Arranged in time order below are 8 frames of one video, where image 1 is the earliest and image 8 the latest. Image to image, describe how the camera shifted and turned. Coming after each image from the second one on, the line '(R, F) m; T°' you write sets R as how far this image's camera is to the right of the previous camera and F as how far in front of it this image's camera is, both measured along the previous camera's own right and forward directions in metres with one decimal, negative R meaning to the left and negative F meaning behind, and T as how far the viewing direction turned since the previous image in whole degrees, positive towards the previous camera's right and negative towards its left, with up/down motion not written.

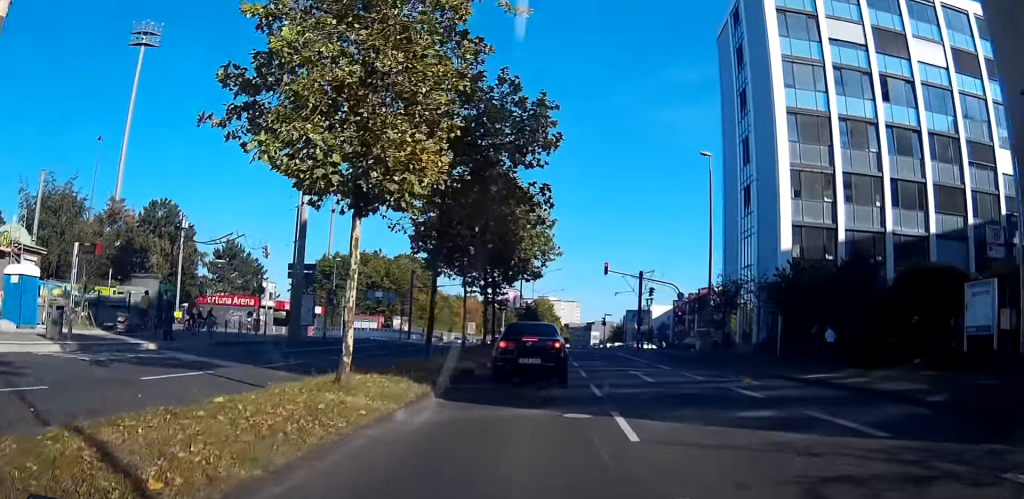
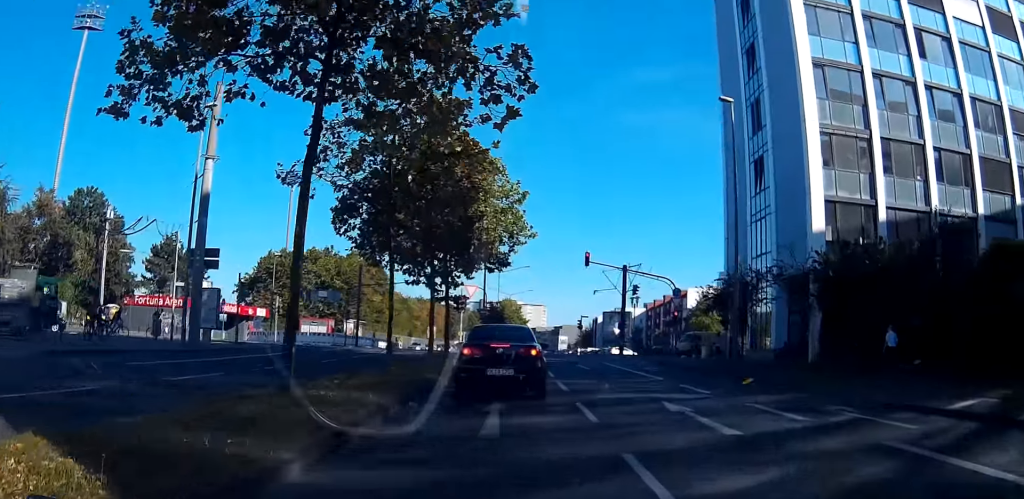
(+0.2, +5.8) m; -1°
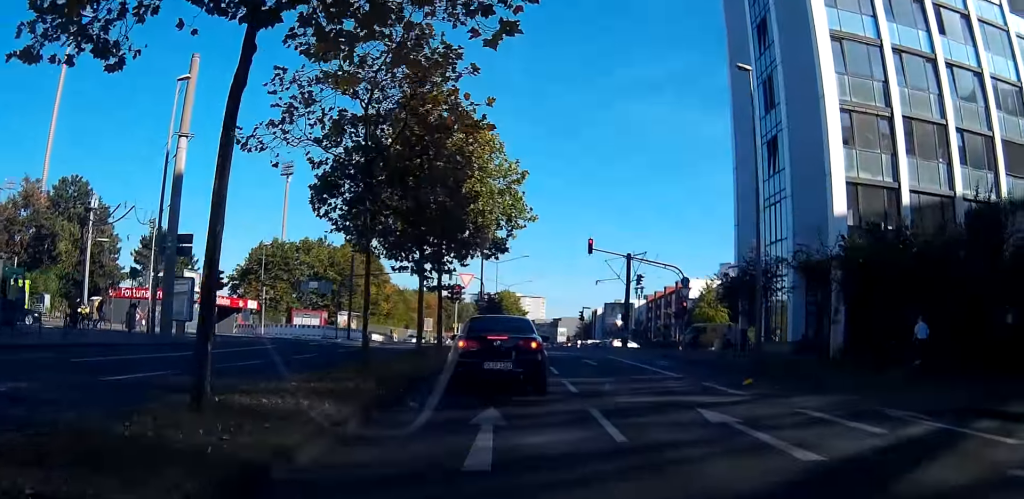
(0.0, +1.6) m; -2°
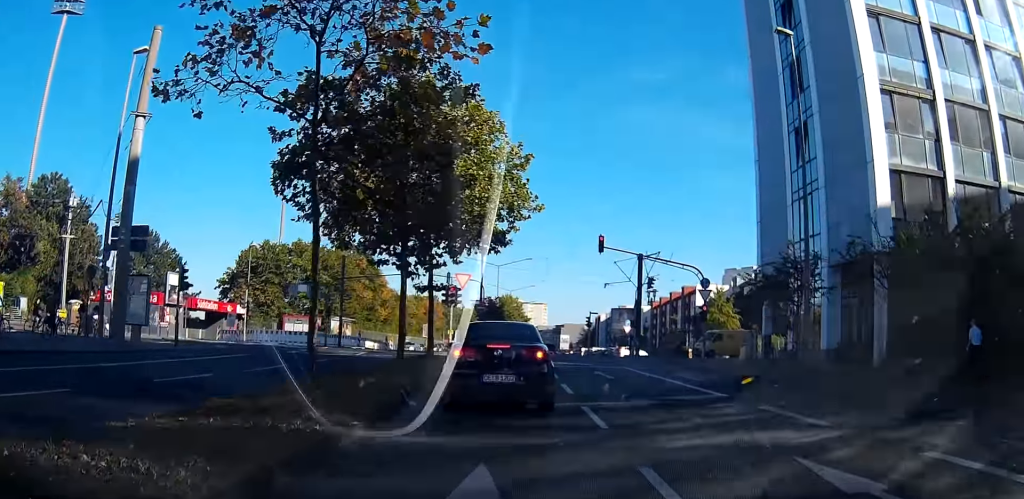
(-0.1, +2.5) m; -1°
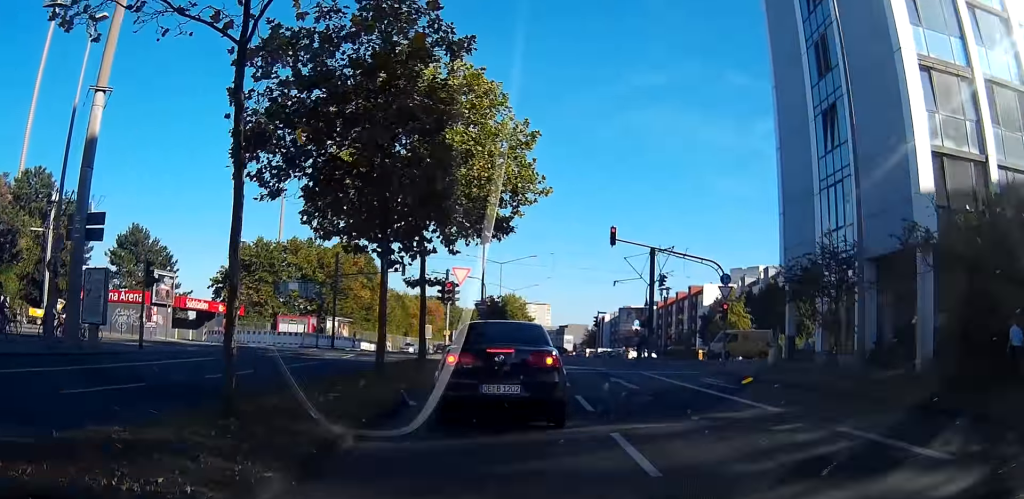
(0.0, +1.9) m; 0°
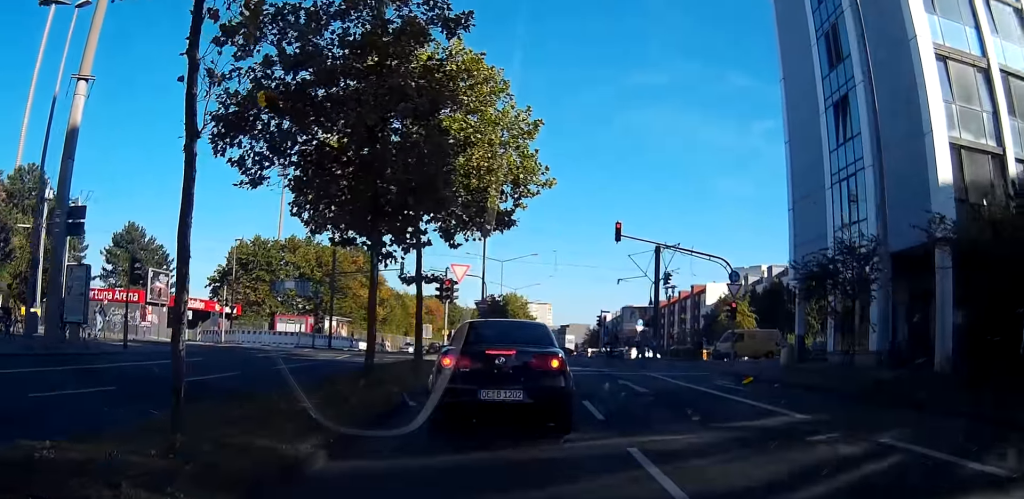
(-0.3, +0.4) m; 0°
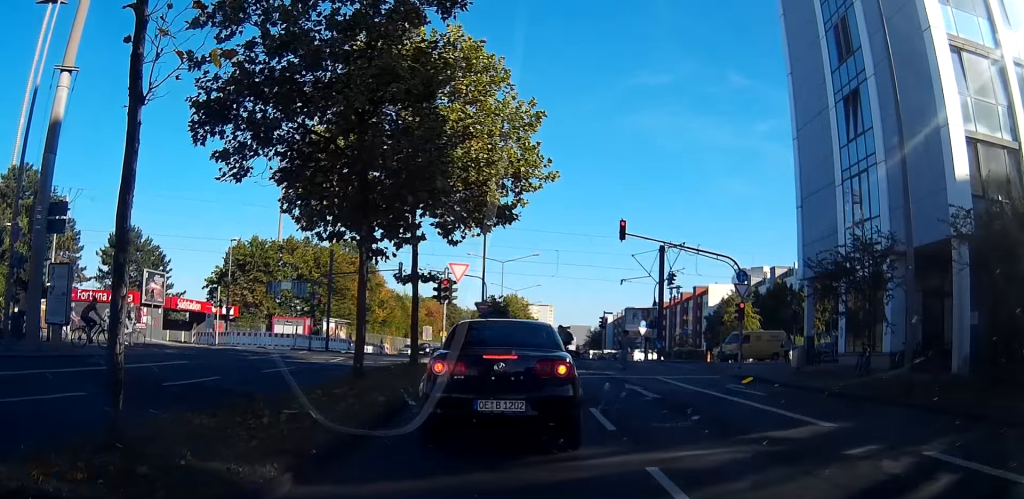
(-0.4, +0.2) m; 0°
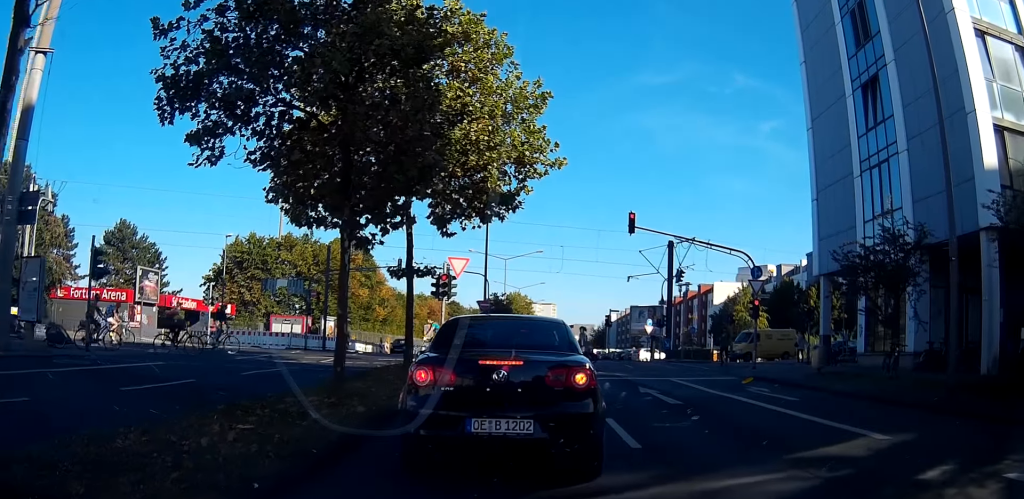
(-0.2, 0.0) m; 0°
